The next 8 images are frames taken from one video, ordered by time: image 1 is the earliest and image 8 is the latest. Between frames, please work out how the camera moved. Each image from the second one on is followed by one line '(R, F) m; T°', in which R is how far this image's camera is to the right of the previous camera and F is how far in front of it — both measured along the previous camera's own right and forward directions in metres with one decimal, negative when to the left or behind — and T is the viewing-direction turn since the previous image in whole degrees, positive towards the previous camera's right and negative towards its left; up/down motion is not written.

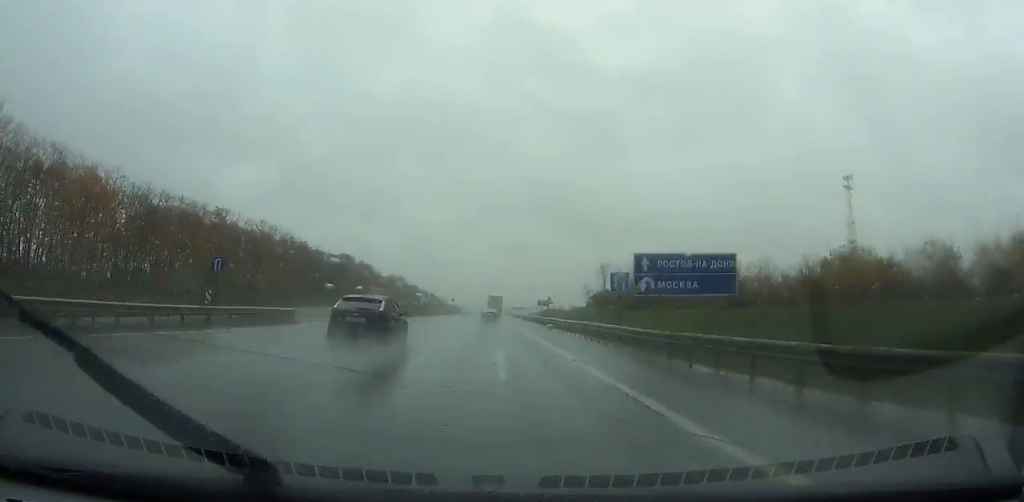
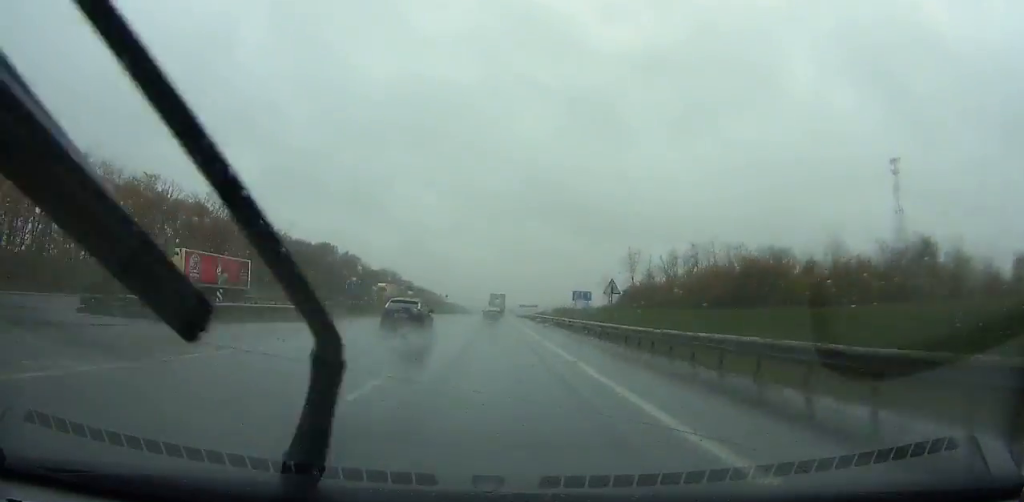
(+0.1, +39.4) m; 0°
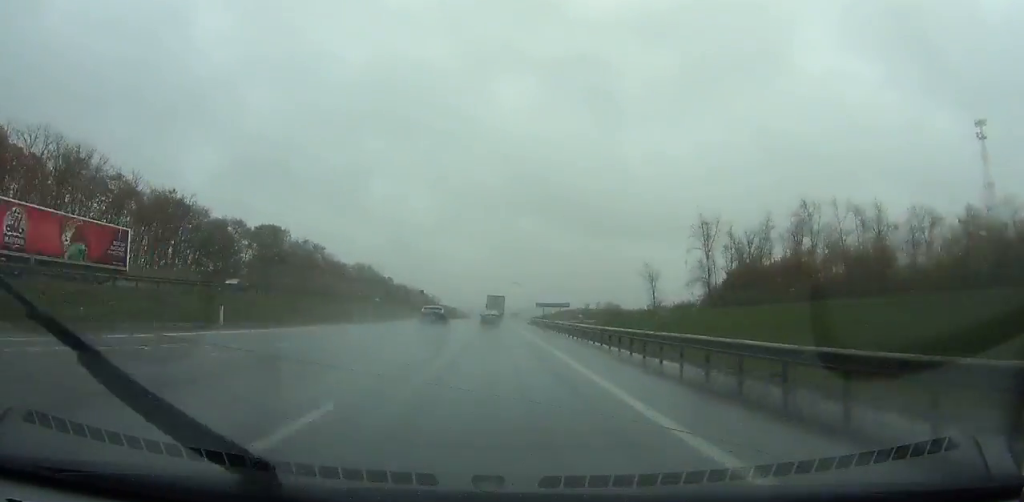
(+0.2, +61.9) m; 0°
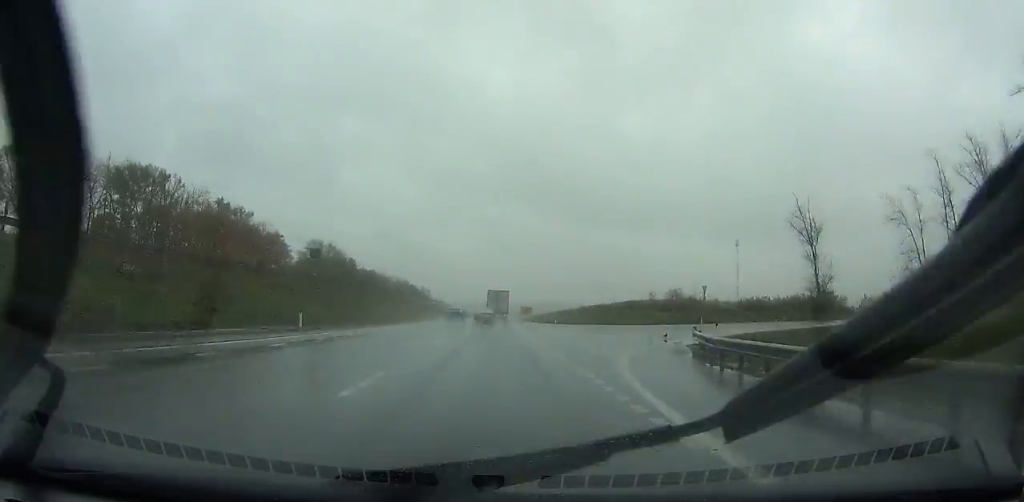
(-0.2, +78.3) m; -1°
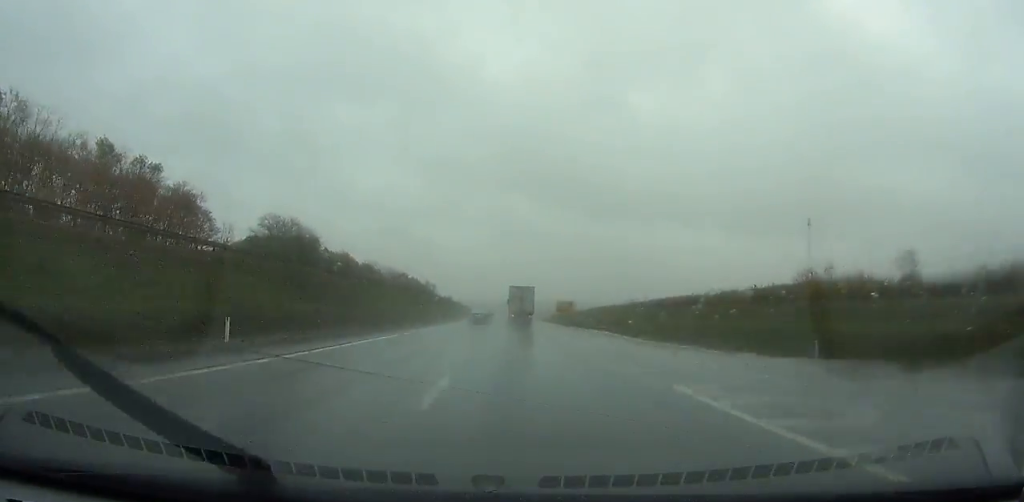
(-0.4, +60.0) m; -1°
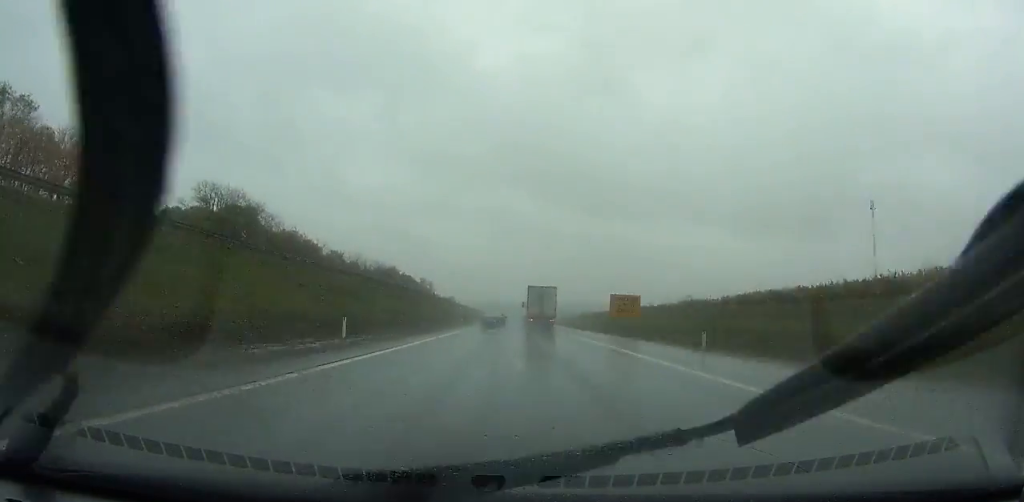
(-0.3, +42.3) m; 0°
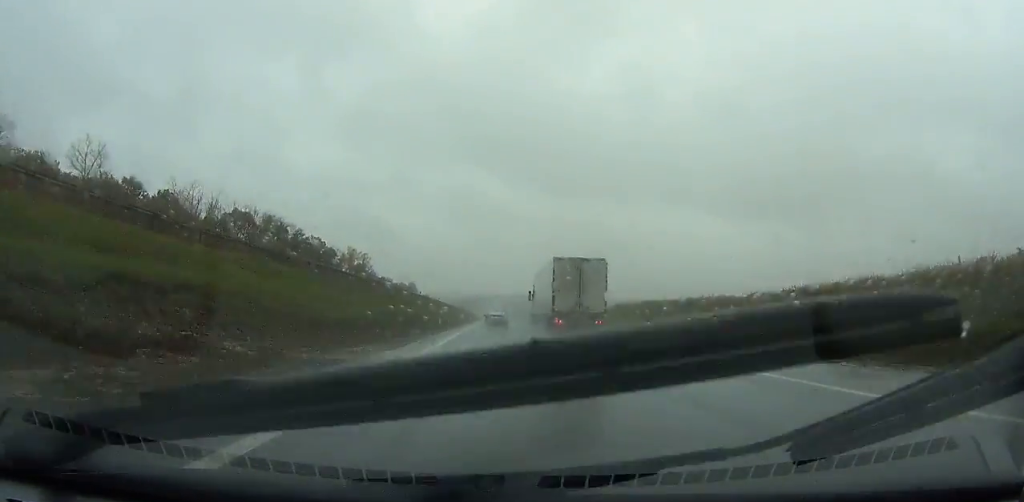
(+1.1, +116.6) m; +1°
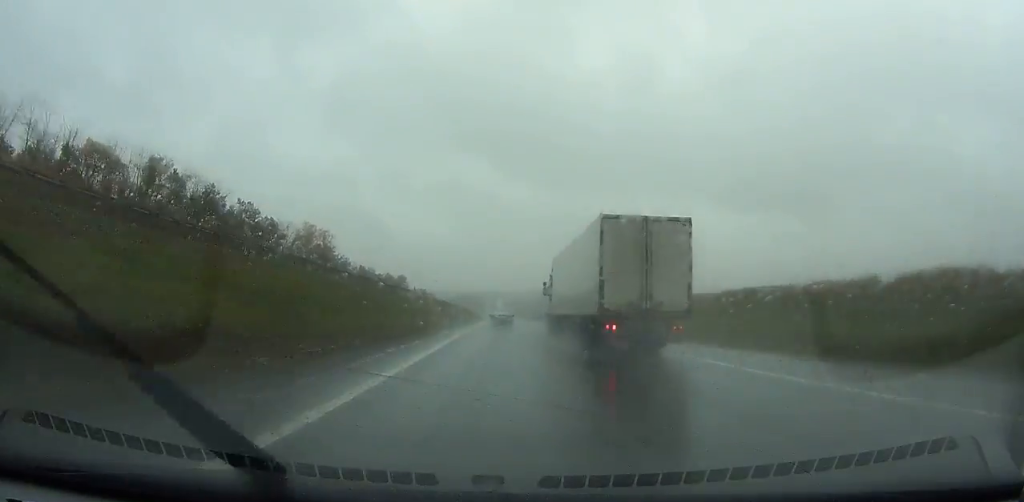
(+0.3, +49.0) m; 0°
